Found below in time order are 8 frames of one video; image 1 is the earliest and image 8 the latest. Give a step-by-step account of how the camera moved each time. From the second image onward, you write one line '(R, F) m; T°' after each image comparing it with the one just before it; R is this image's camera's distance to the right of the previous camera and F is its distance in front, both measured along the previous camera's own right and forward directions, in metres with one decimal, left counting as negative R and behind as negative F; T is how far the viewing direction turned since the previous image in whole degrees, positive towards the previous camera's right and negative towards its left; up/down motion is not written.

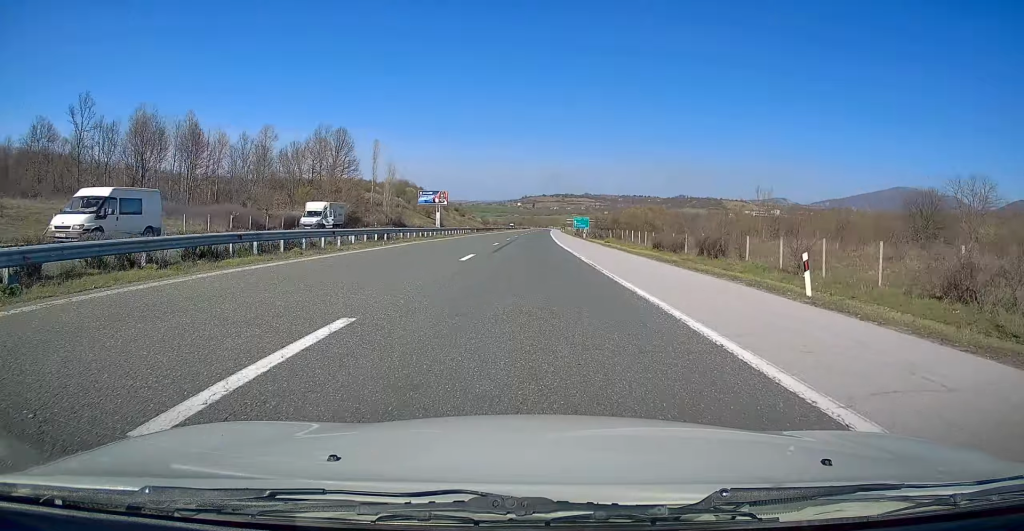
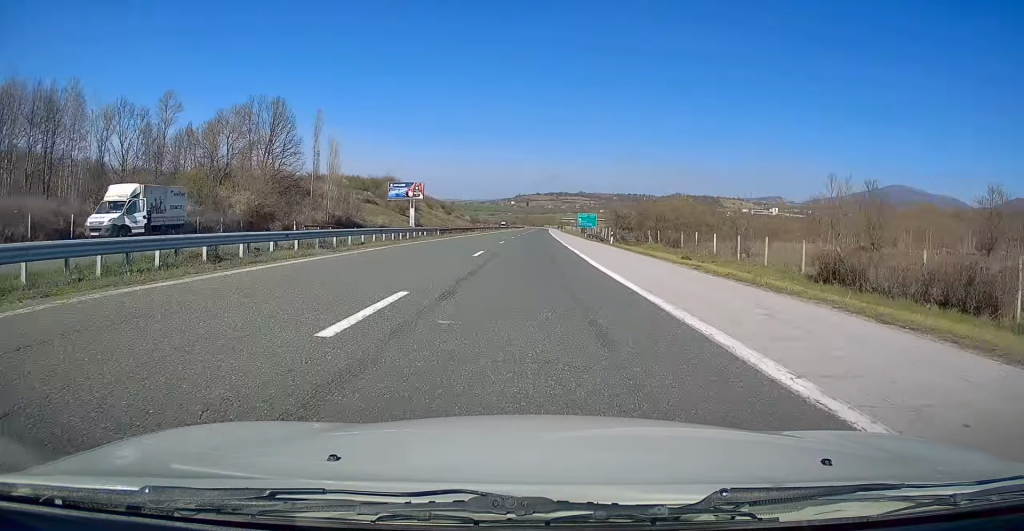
(+0.2, +29.1) m; +1°
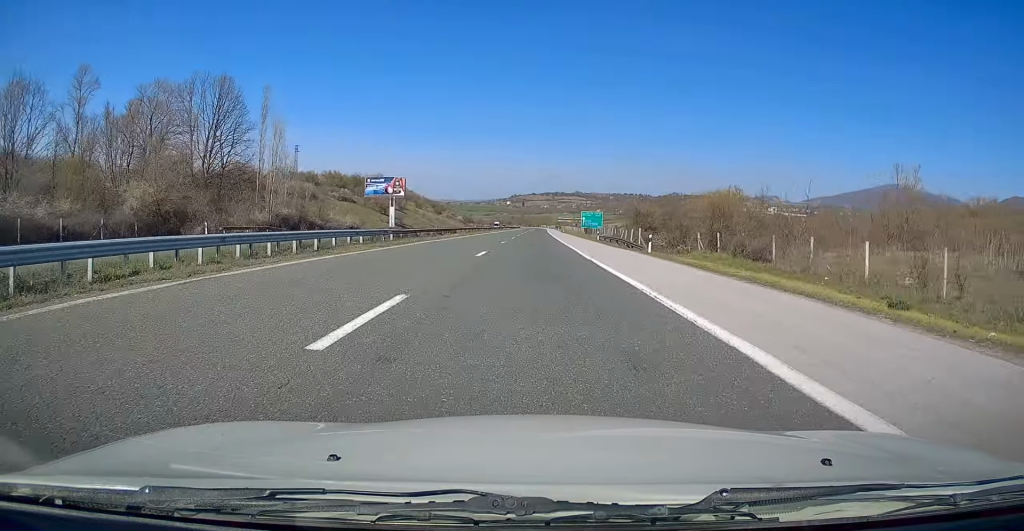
(+0.1, +16.3) m; 0°
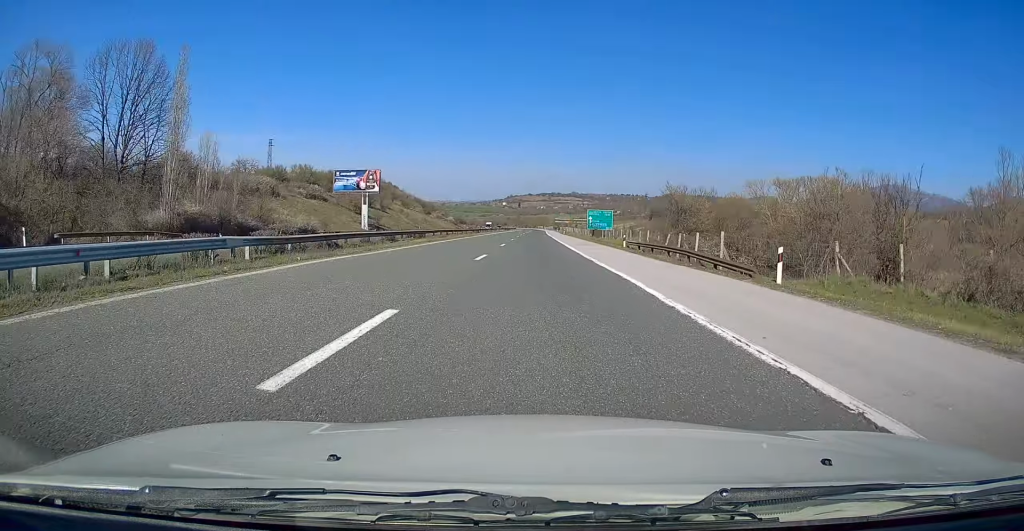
(0.0, +17.5) m; 0°
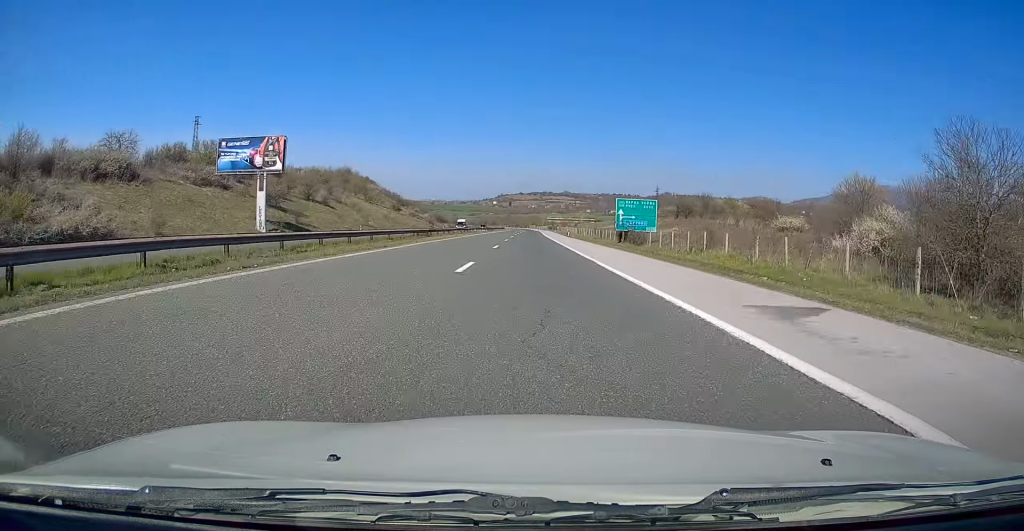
(+0.1, +37.4) m; 0°
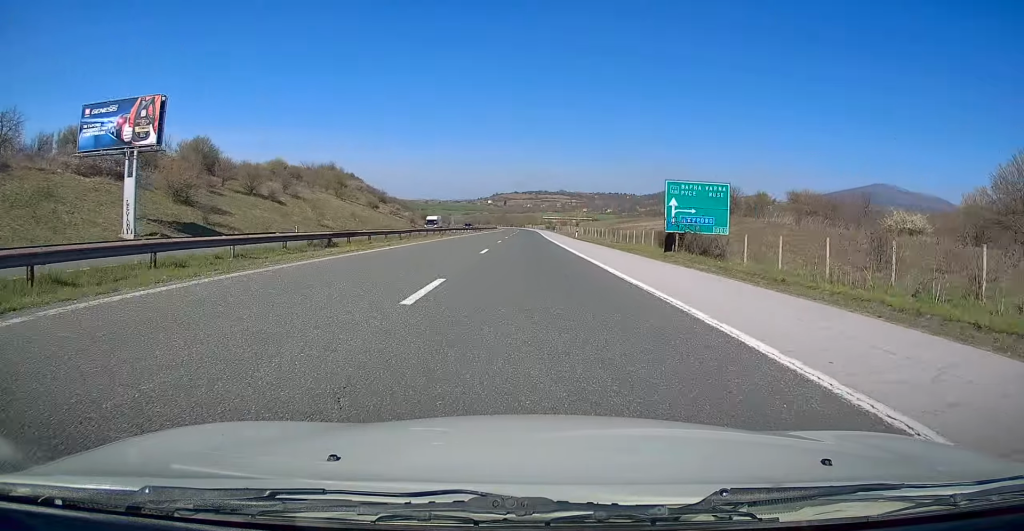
(+0.1, +22.3) m; 0°
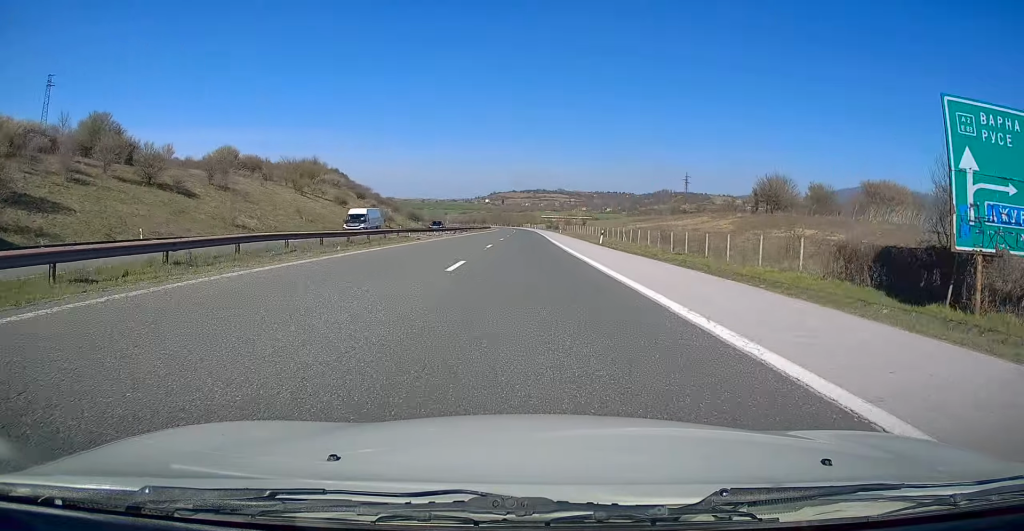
(0.0, +25.8) m; +1°
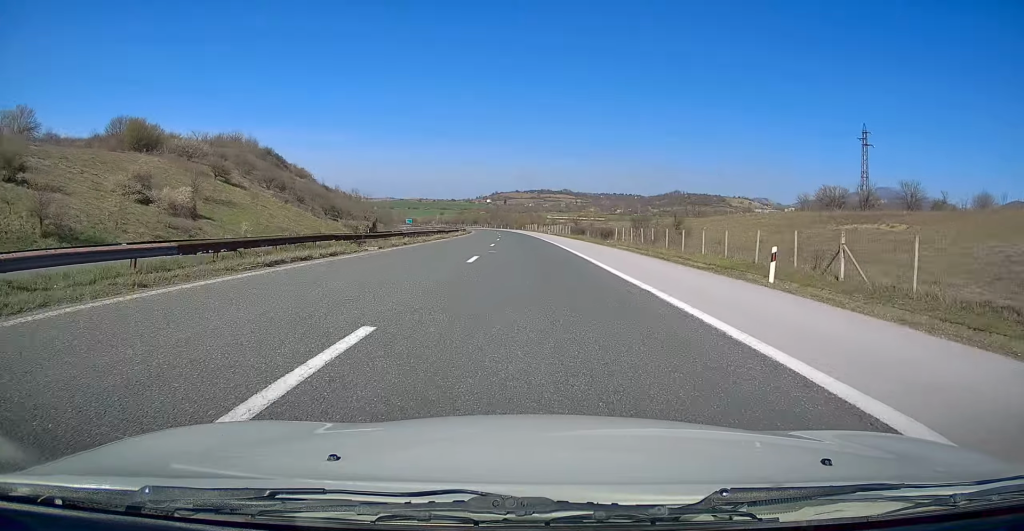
(+0.1, +92.1) m; -1°
